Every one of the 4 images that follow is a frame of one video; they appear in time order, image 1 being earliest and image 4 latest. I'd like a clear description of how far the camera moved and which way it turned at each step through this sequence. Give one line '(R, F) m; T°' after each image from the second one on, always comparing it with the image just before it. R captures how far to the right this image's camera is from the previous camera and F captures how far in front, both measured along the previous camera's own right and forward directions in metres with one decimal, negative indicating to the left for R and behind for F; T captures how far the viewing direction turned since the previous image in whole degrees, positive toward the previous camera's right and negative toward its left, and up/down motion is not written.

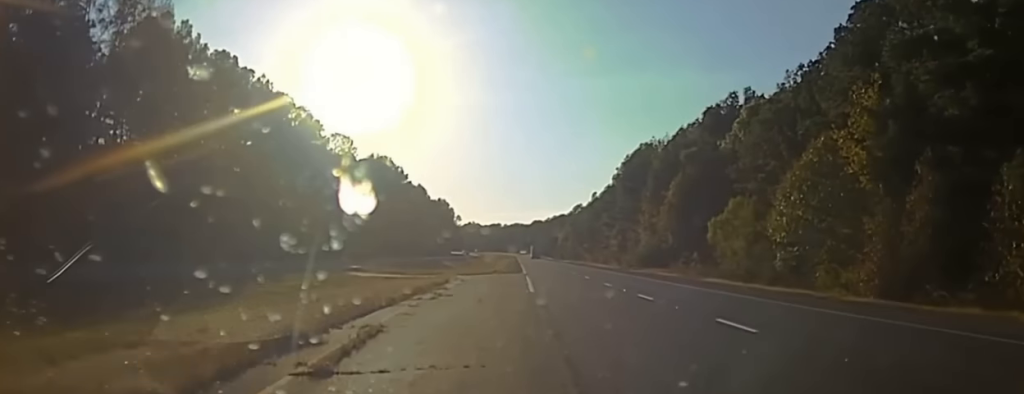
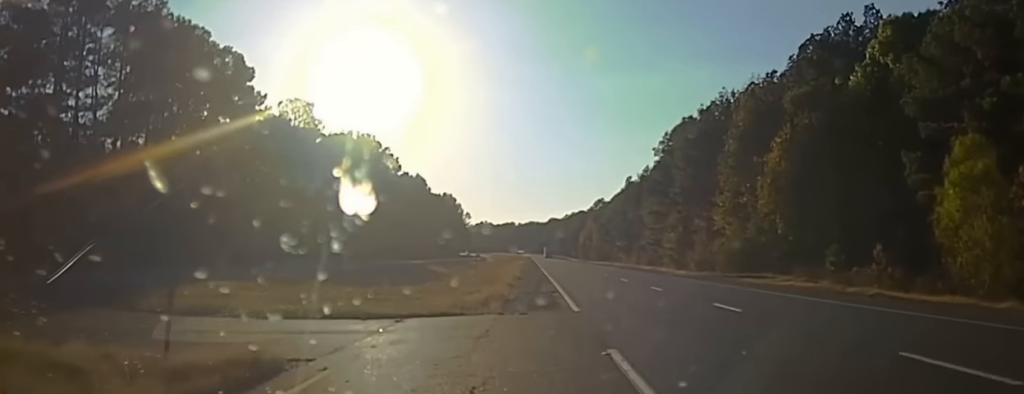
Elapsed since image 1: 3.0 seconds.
(+0.3, +44.9) m; -1°
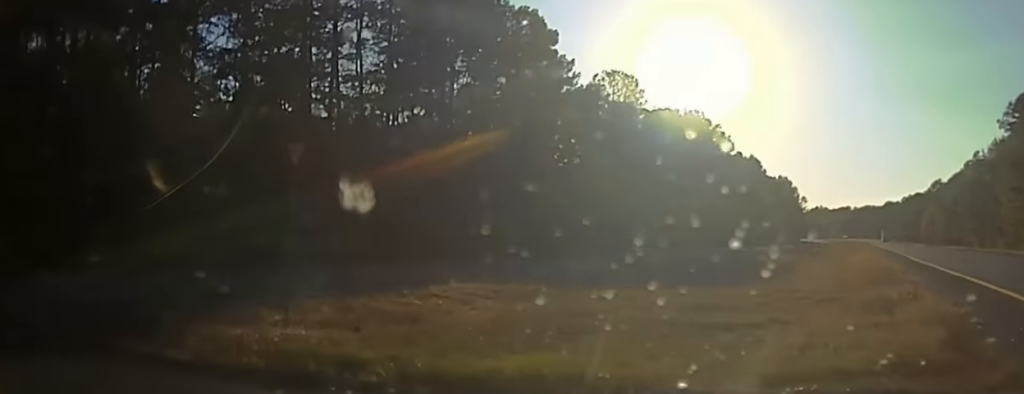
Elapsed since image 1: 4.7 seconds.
(-0.8, +16.6) m; -17°
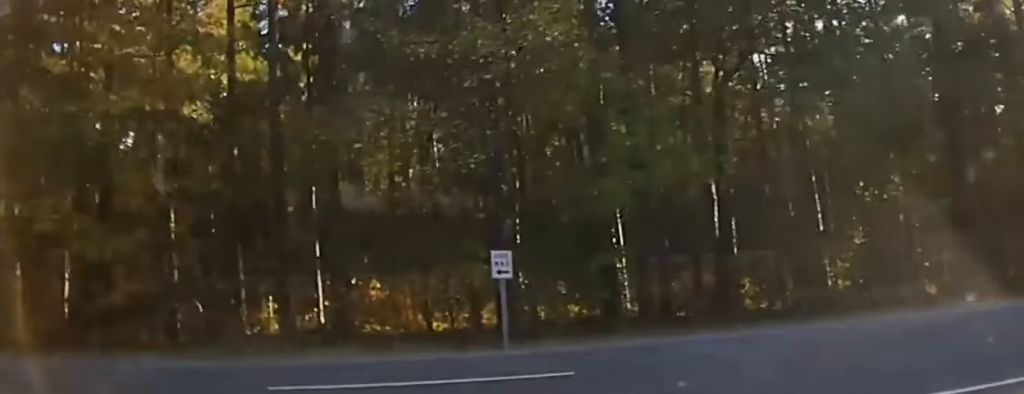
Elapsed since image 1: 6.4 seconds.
(-4.4, +8.9) m; -66°
